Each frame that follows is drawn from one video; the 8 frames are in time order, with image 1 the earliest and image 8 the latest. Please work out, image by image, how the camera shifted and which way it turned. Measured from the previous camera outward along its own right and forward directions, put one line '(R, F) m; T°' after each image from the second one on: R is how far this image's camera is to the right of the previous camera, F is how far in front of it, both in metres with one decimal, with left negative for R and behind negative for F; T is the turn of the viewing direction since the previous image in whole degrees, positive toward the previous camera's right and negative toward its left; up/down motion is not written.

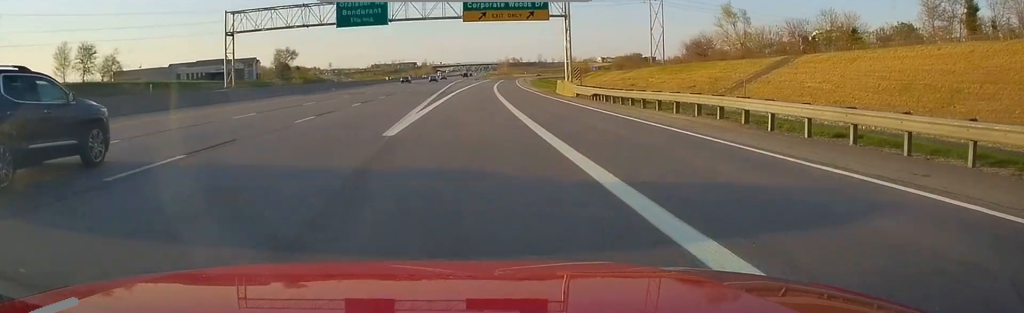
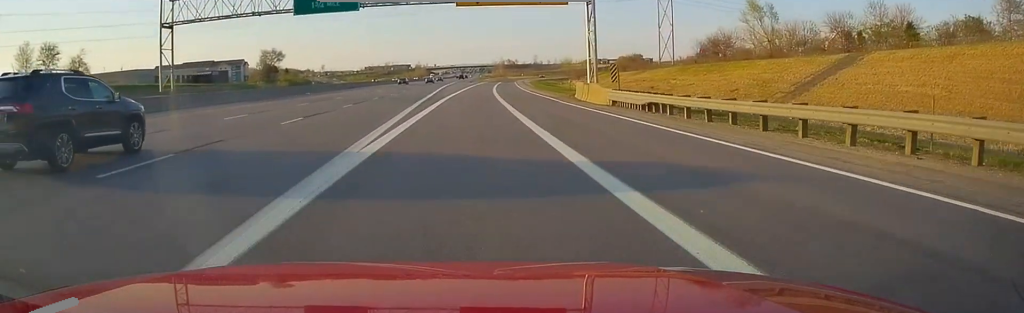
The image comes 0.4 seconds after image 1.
(-0.3, +12.1) m; 0°
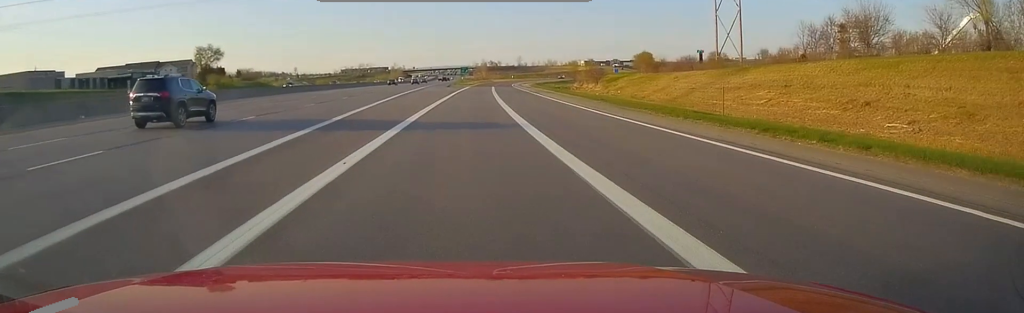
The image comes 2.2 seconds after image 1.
(+1.3, +47.5) m; +2°
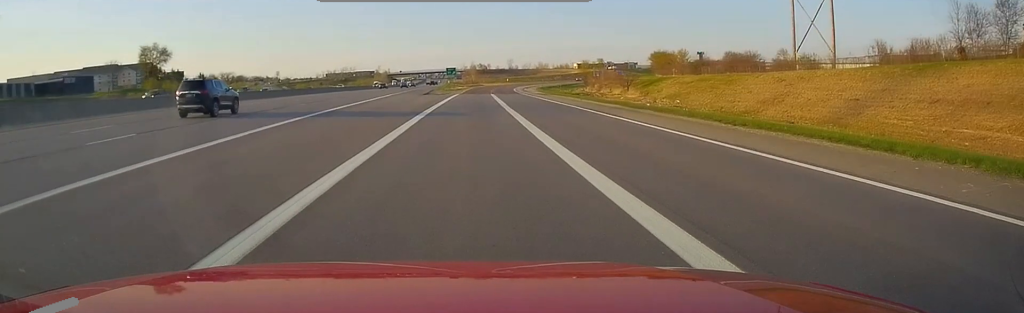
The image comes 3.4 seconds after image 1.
(+0.1, +31.8) m; +1°
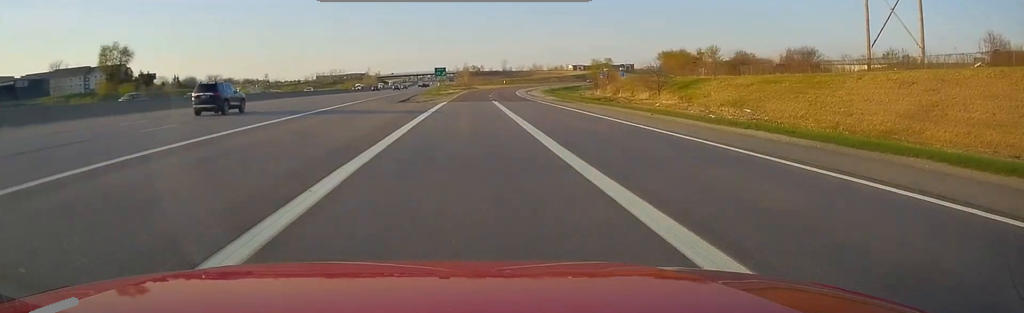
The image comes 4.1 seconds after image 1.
(+0.2, +18.7) m; 0°
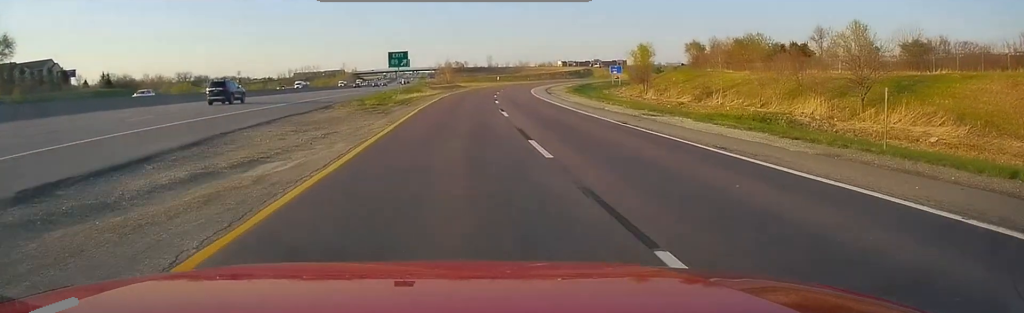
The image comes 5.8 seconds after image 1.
(+0.1, +44.6) m; +2°
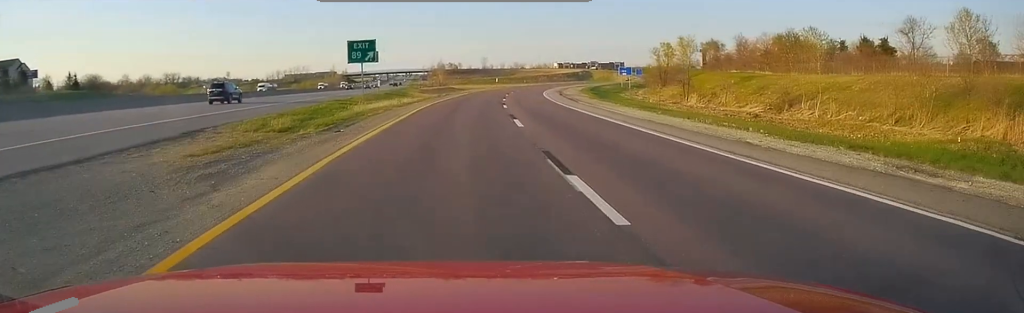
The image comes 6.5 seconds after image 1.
(+0.6, +17.6) m; +2°
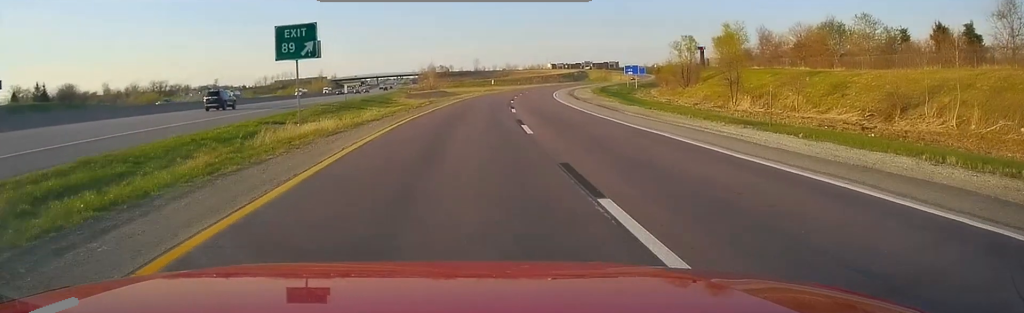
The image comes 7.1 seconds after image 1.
(+0.1, +14.3) m; +1°
